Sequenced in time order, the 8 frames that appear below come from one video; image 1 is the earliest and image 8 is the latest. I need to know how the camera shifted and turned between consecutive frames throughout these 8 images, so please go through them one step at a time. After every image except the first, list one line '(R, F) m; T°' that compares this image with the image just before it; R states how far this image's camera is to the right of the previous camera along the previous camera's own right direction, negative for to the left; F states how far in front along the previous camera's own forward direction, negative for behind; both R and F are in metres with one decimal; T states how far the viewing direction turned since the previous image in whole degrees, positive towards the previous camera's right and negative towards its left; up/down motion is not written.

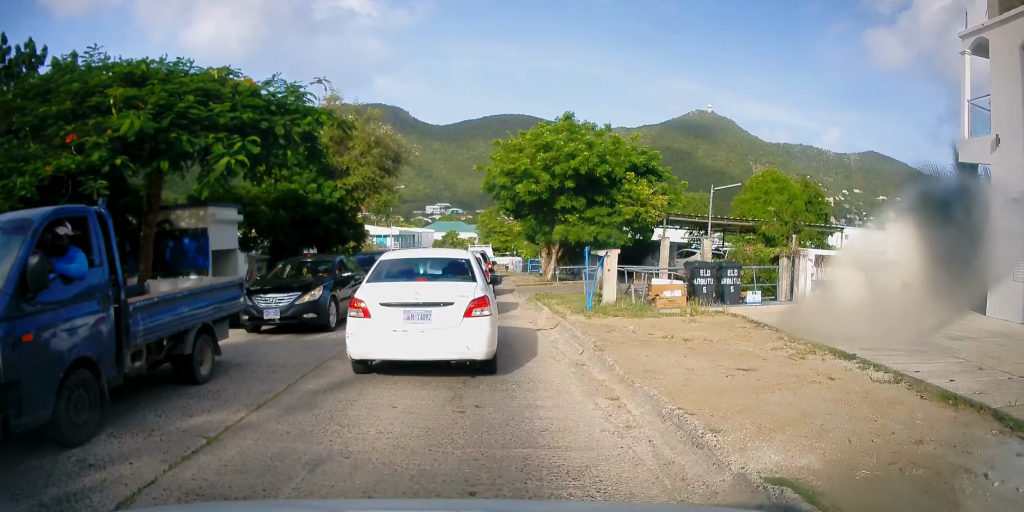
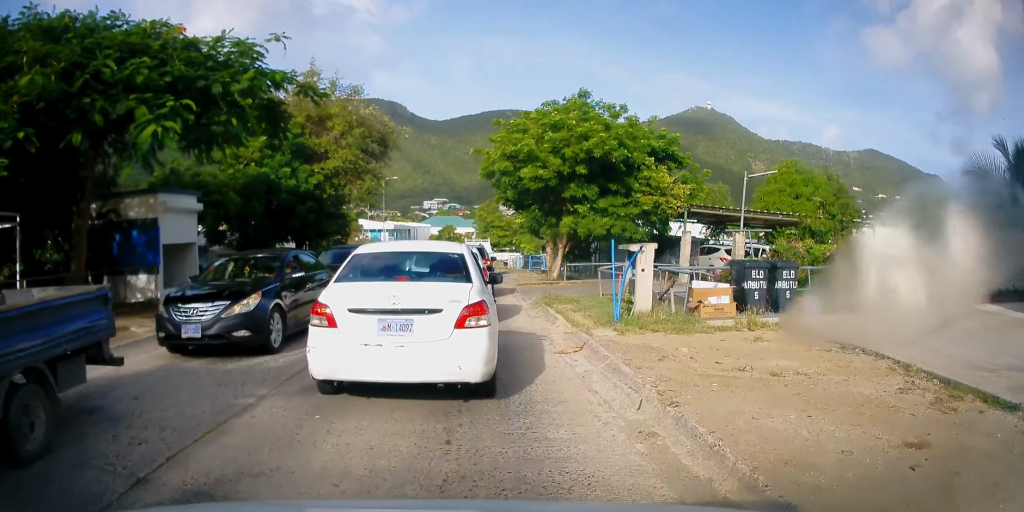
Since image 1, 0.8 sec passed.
(-0.2, +1.9) m; -5°
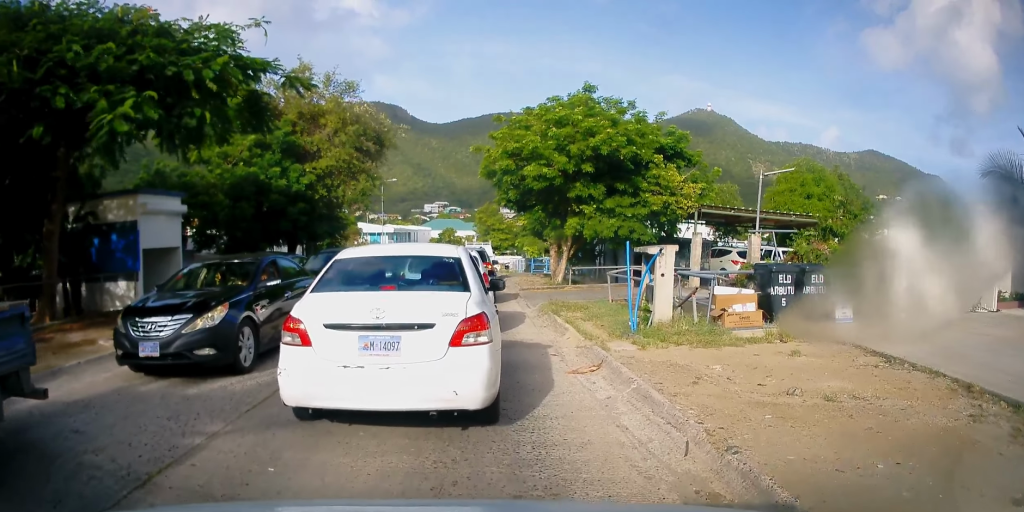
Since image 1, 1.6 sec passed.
(0.0, +1.5) m; -1°
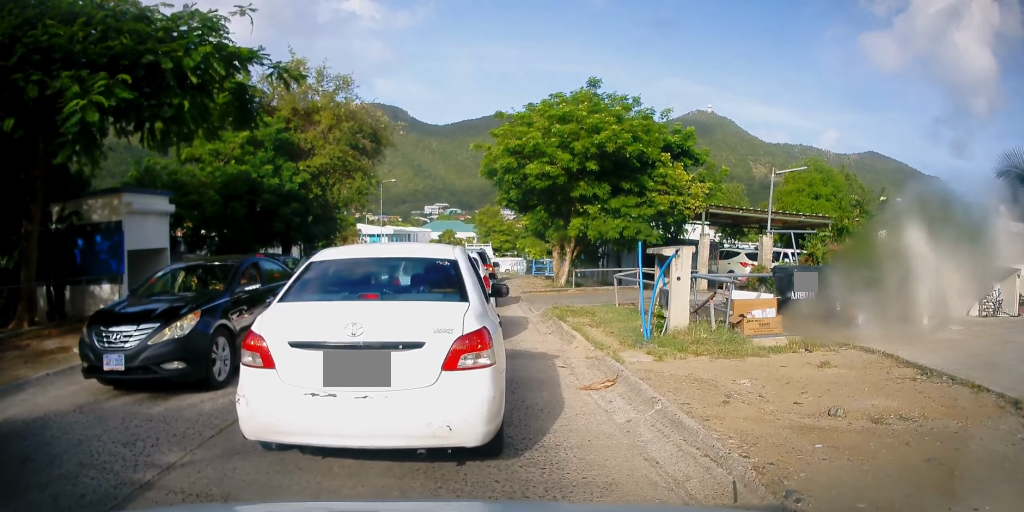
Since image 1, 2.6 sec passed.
(0.0, +1.3) m; 0°
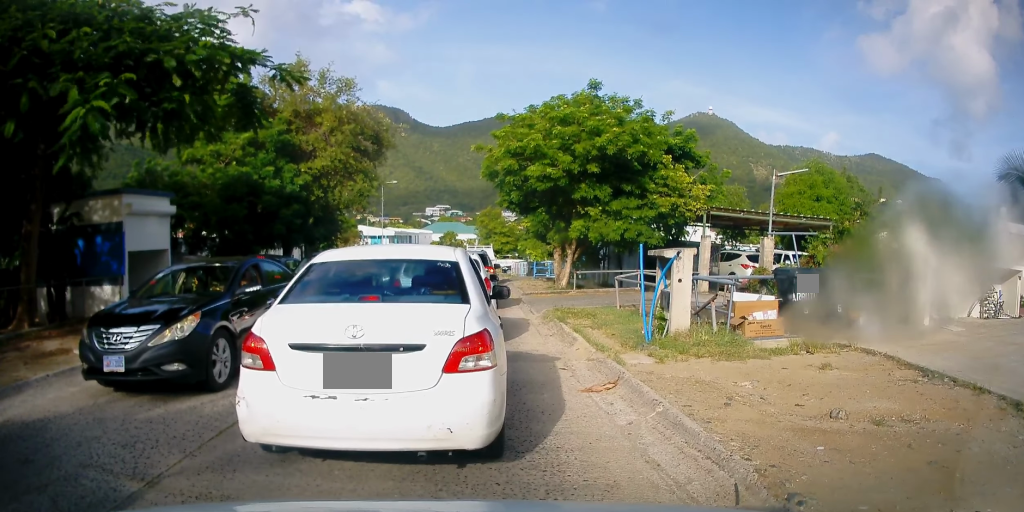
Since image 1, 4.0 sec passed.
(0.0, +0.5) m; 0°
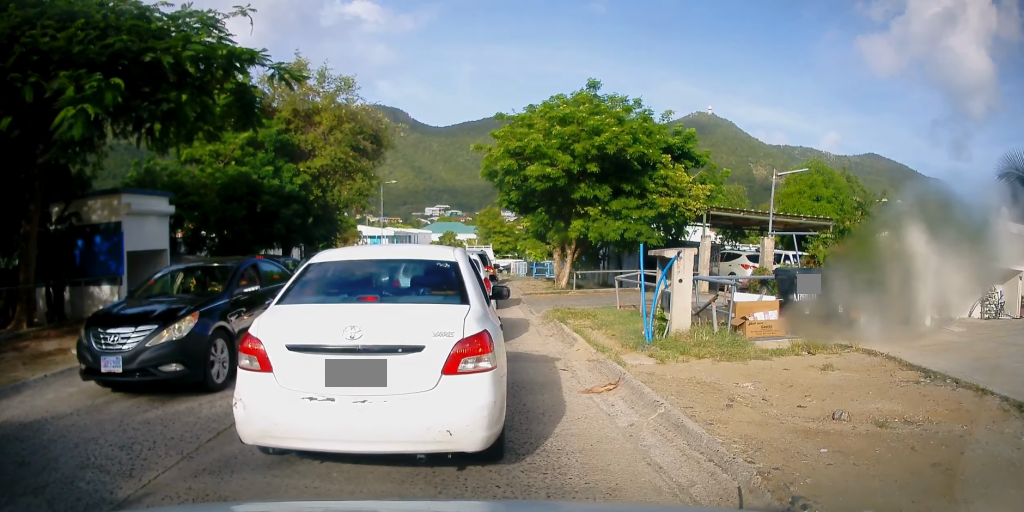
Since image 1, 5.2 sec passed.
(0.0, 0.0) m; 0°
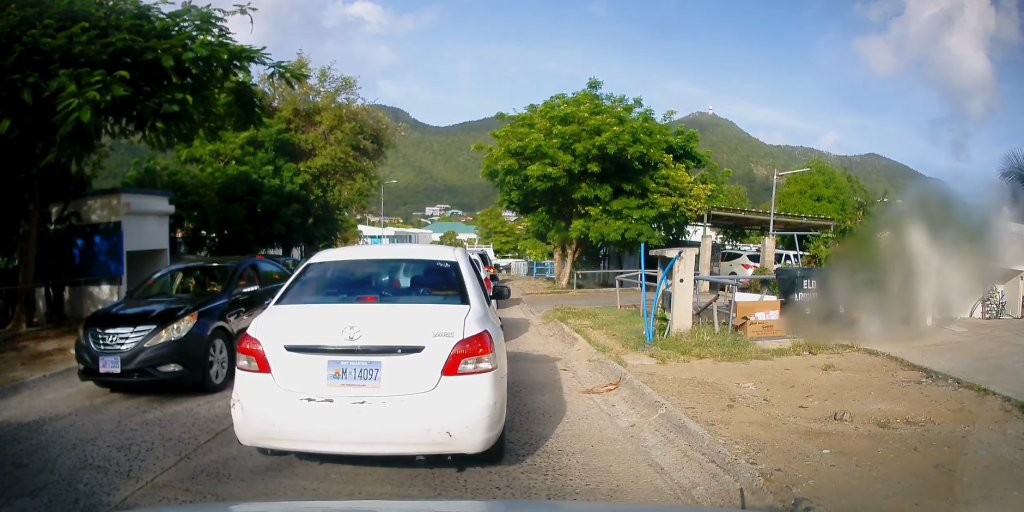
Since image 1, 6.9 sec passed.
(0.0, 0.0) m; 0°
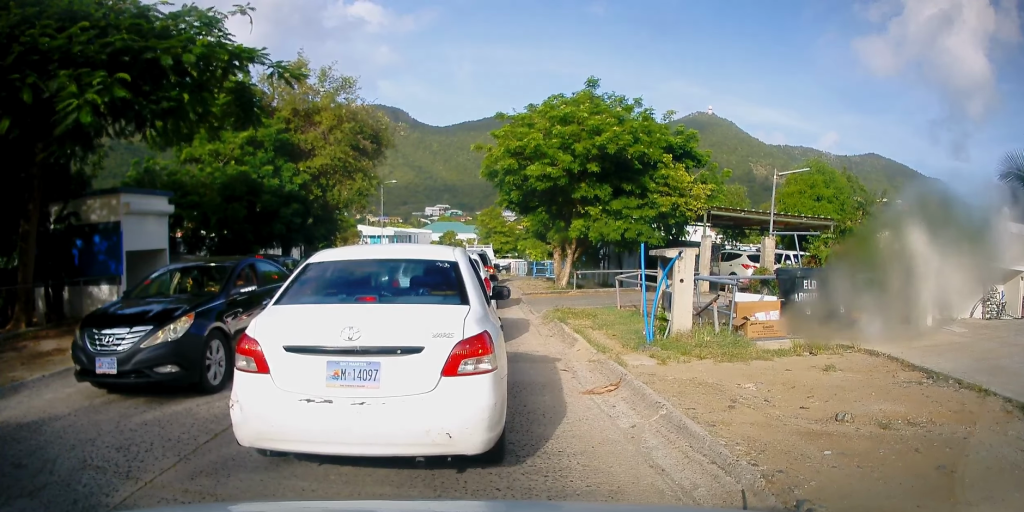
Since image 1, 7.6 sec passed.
(0.0, 0.0) m; 0°
